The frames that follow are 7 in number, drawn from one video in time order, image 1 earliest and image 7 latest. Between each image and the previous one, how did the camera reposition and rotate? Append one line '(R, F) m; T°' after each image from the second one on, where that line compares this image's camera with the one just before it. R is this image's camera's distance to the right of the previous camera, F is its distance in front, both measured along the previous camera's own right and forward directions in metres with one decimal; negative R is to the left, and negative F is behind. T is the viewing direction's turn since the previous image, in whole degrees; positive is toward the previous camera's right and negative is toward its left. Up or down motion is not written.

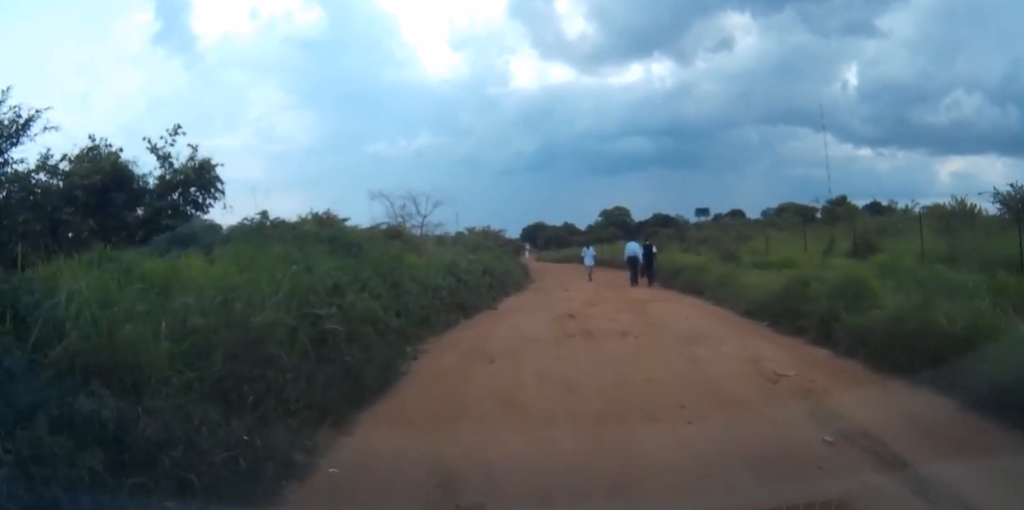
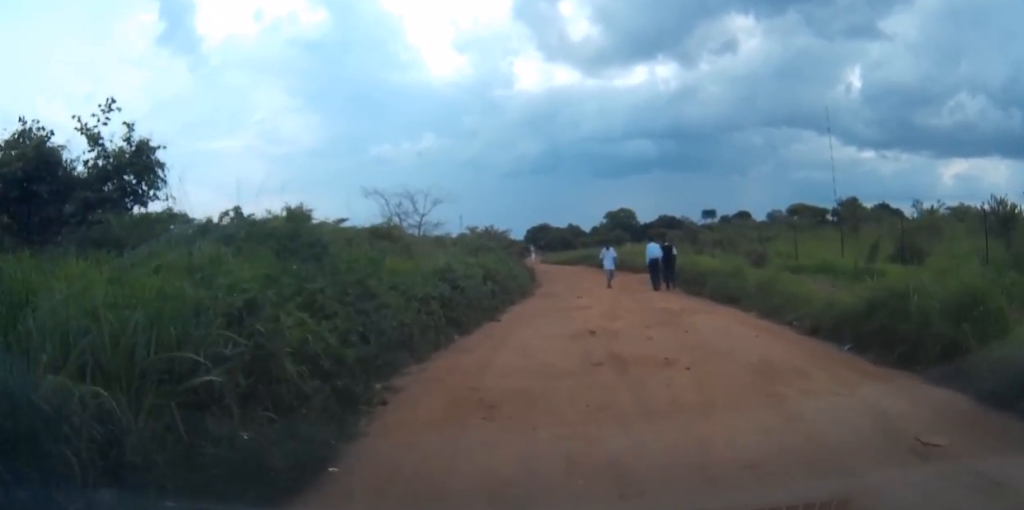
(-0.1, +3.2) m; -1°
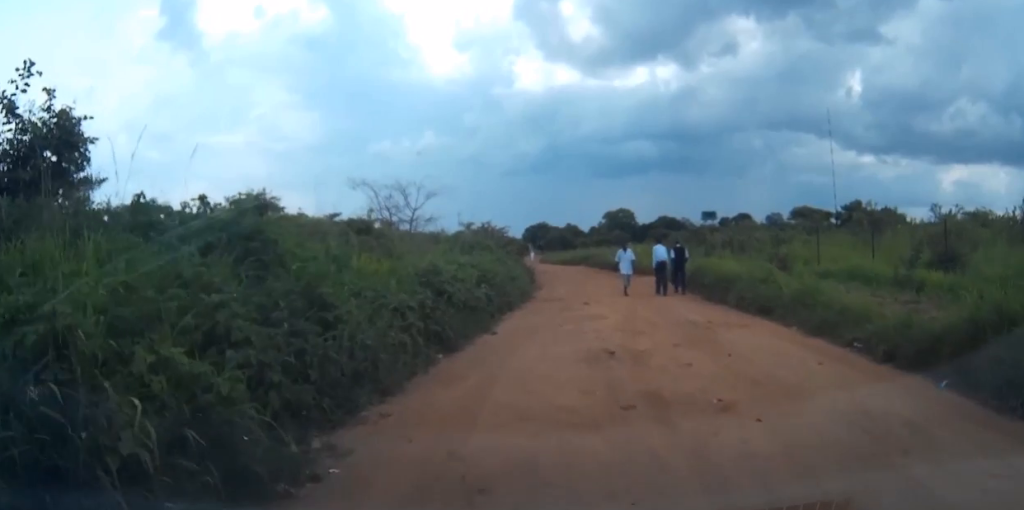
(0.0, +2.7) m; +1°
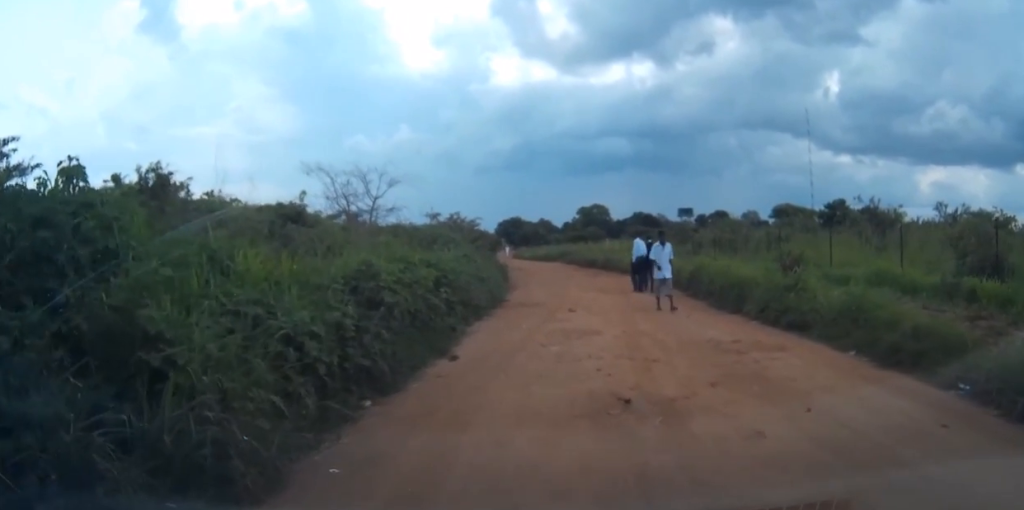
(+0.1, +3.7) m; +1°
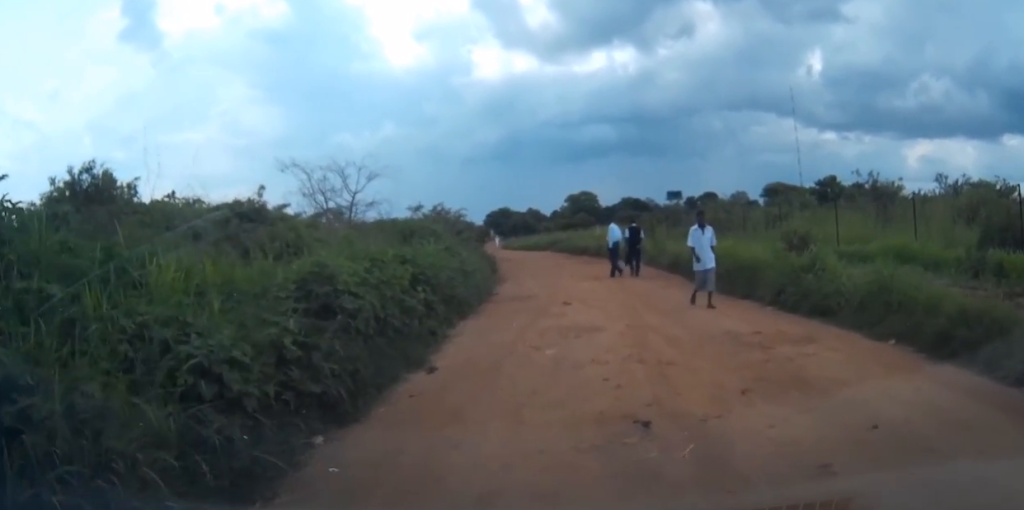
(0.0, +1.4) m; 0°
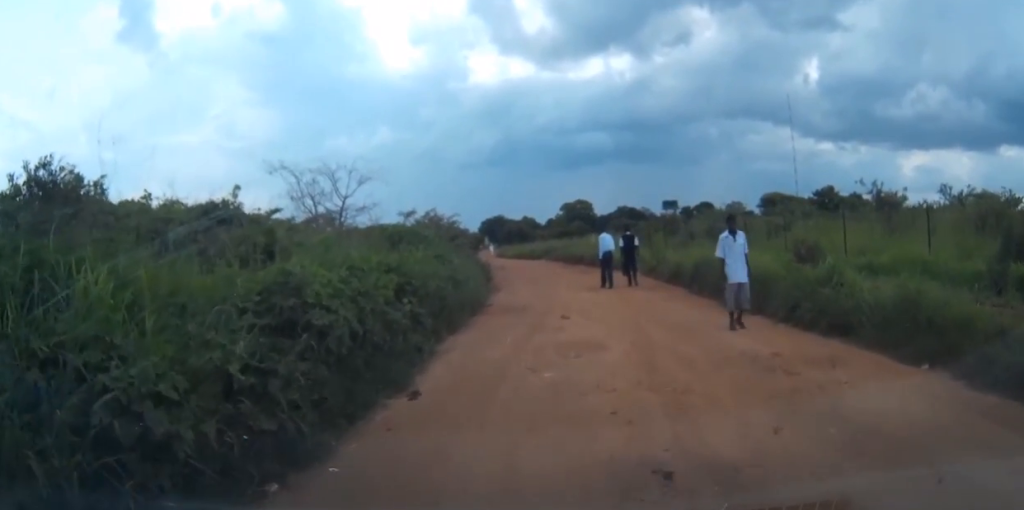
(+0.1, +0.7) m; 0°
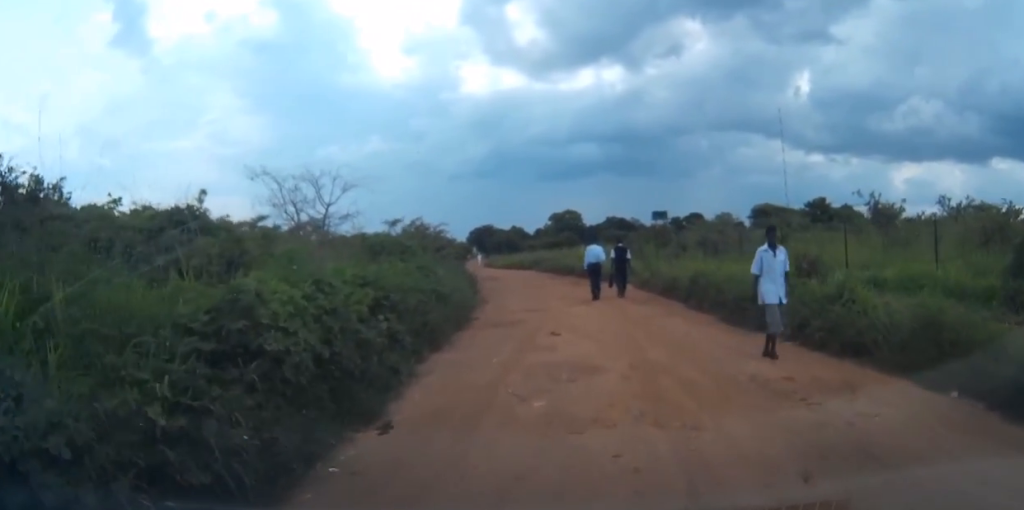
(+0.1, +0.8) m; +1°
